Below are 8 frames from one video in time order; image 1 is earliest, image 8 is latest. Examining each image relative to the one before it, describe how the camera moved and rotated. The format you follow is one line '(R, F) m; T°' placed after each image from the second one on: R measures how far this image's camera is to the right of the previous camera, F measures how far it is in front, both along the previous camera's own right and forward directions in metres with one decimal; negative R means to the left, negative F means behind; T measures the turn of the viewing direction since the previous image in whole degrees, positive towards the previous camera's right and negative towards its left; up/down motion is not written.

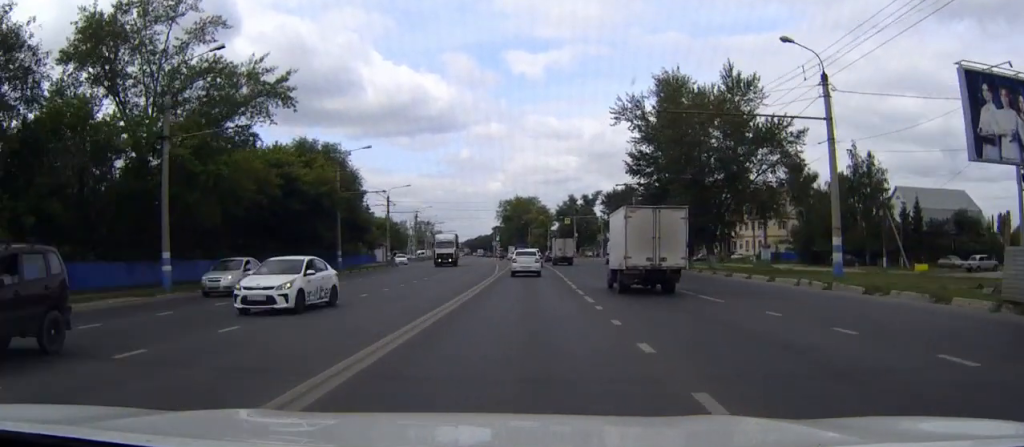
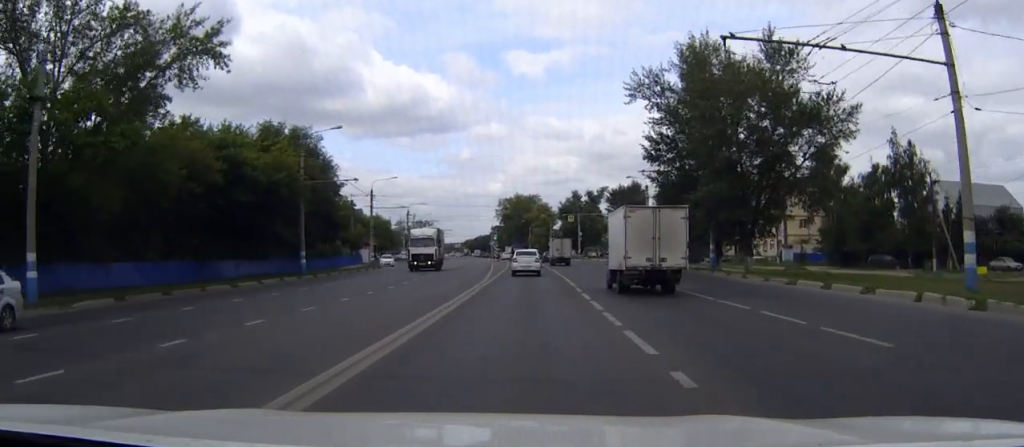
(0.0, +10.6) m; 0°
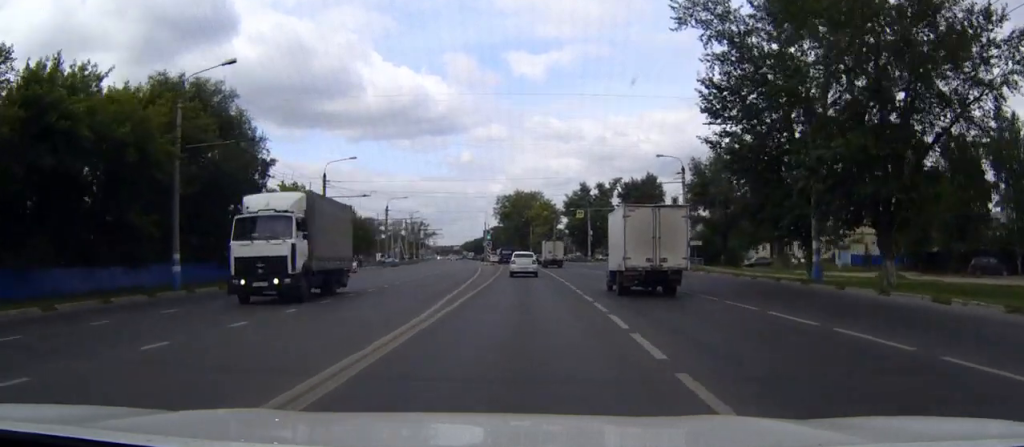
(-0.1, +20.7) m; -1°
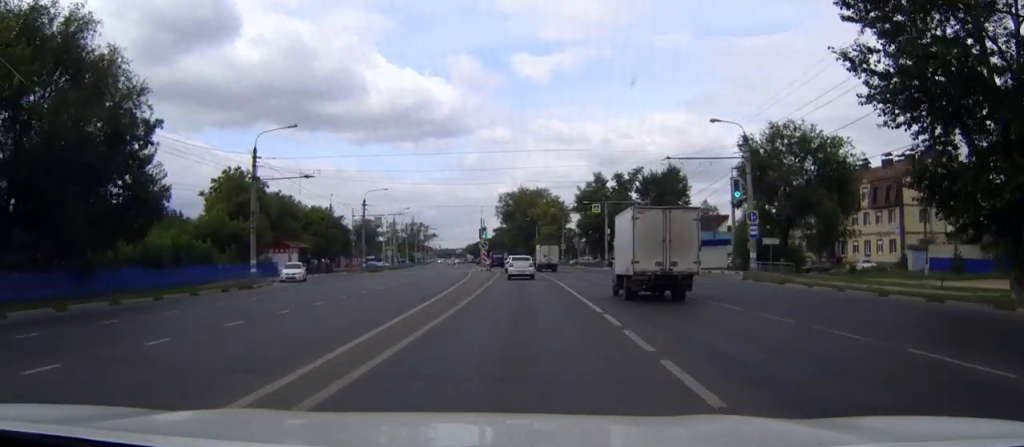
(0.0, +18.7) m; -1°
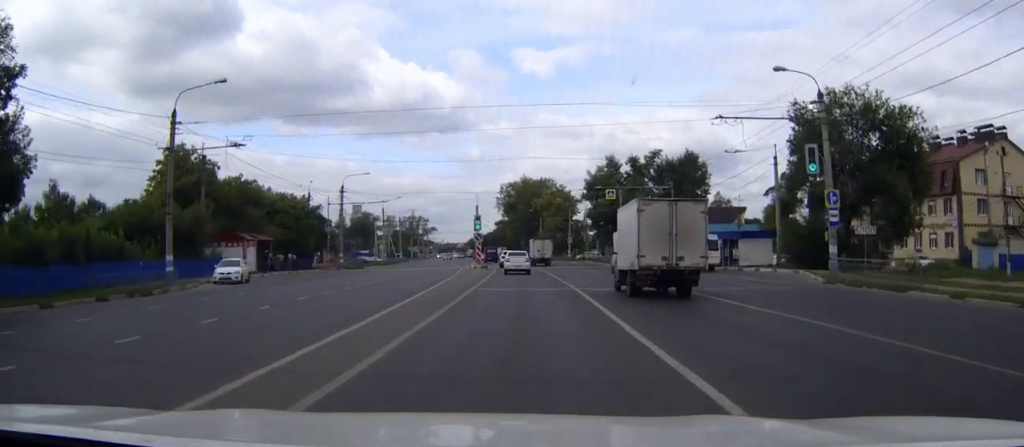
(-0.1, +12.5) m; -1°
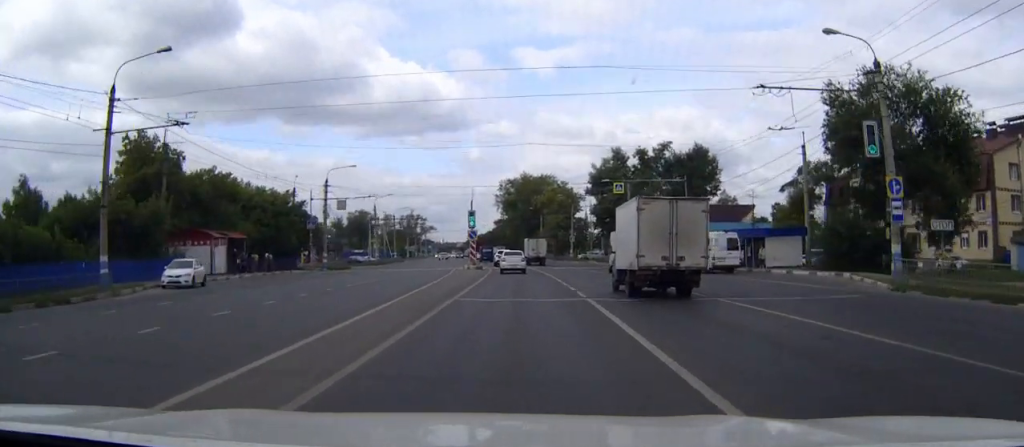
(-0.1, +6.5) m; 0°
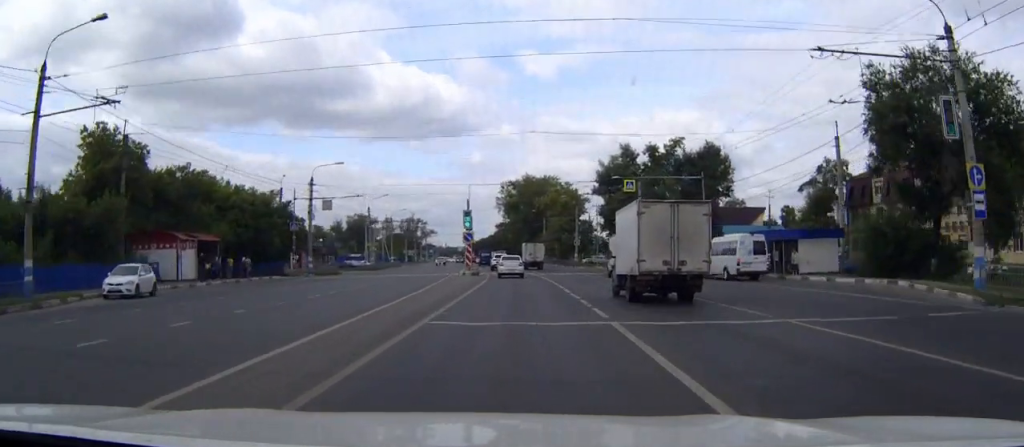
(0.0, +6.6) m; 0°
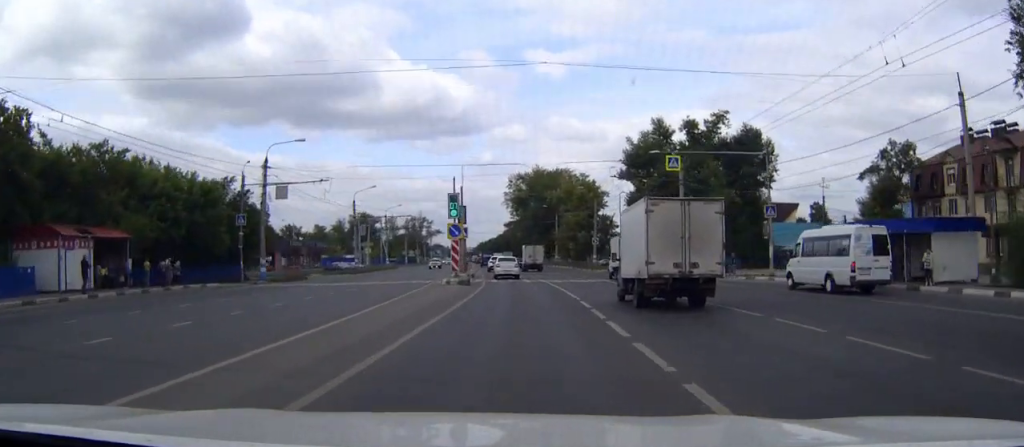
(+0.1, +15.1) m; 0°
